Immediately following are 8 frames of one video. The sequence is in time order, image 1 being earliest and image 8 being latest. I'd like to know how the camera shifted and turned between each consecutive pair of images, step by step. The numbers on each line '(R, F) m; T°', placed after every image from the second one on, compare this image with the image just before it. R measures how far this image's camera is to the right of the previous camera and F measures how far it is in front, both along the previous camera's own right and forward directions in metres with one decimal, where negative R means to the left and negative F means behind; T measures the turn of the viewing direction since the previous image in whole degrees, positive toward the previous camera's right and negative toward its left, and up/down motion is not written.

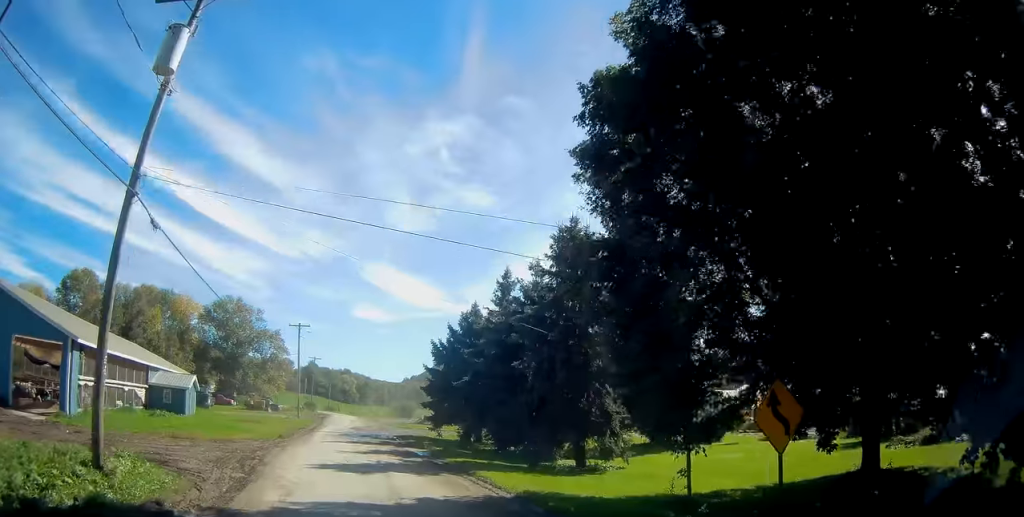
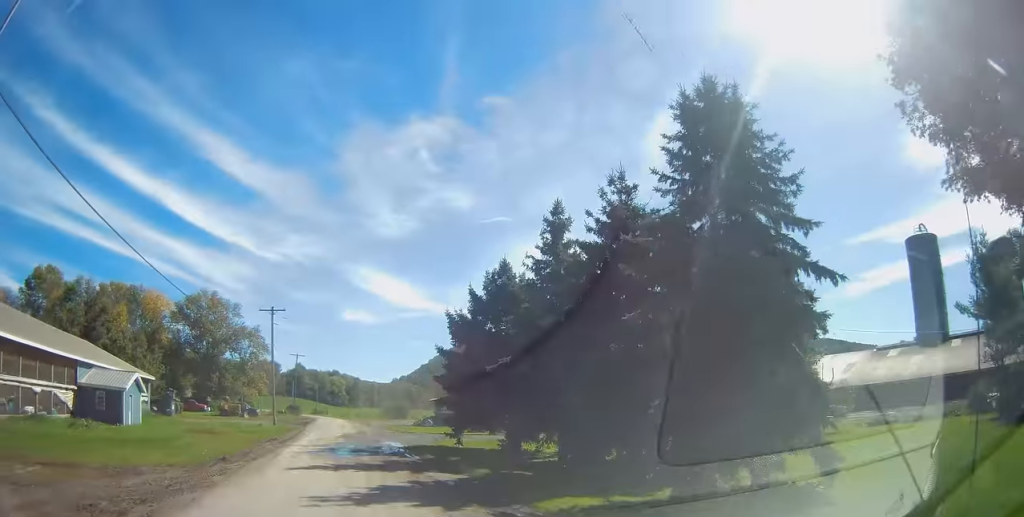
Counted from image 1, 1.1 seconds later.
(+0.5, +11.6) m; +3°
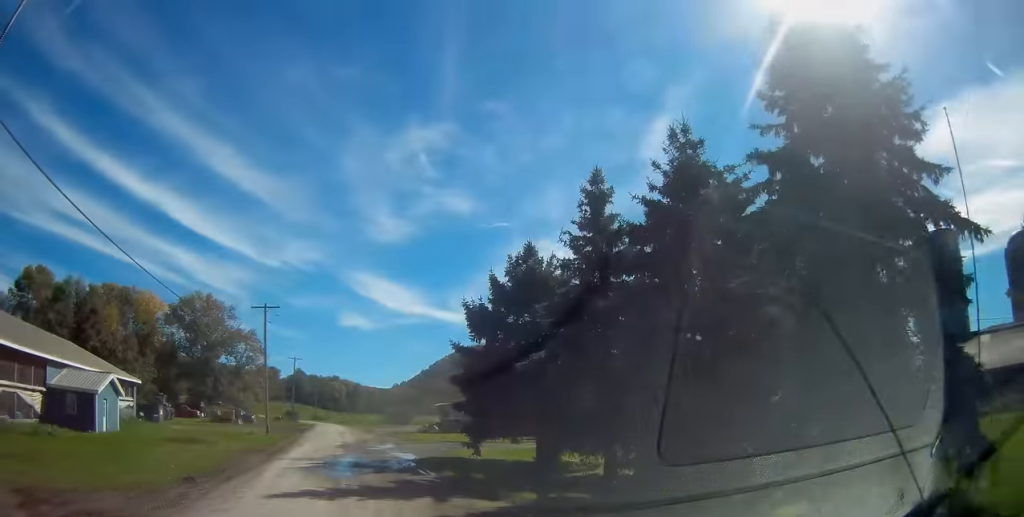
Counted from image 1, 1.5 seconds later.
(+0.1, +4.3) m; 0°
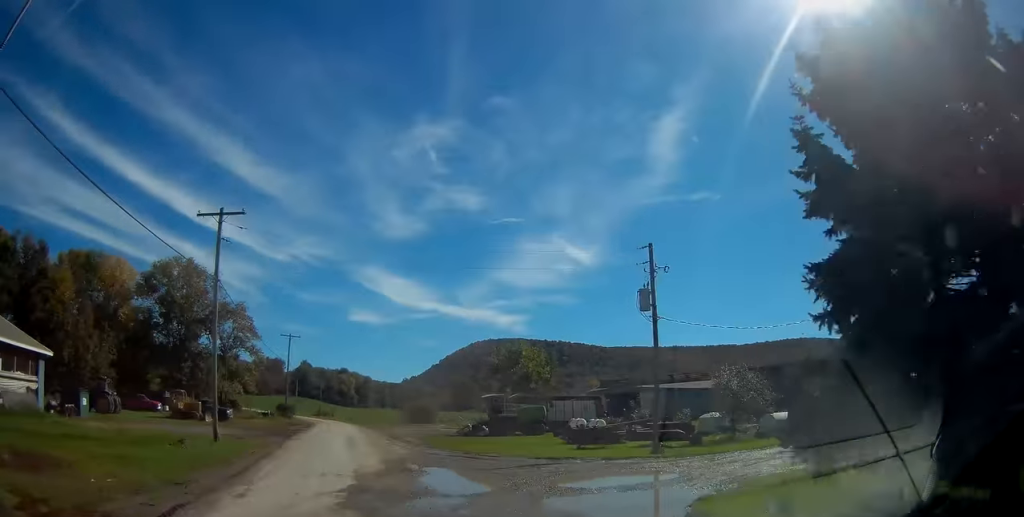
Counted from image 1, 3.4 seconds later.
(-0.7, +20.8) m; -3°
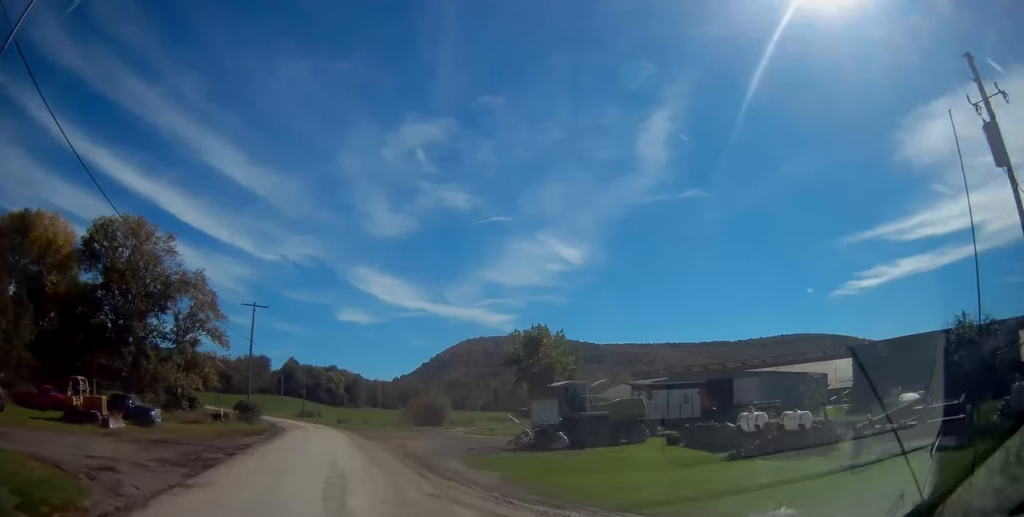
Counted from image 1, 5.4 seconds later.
(-0.2, +19.9) m; -1°
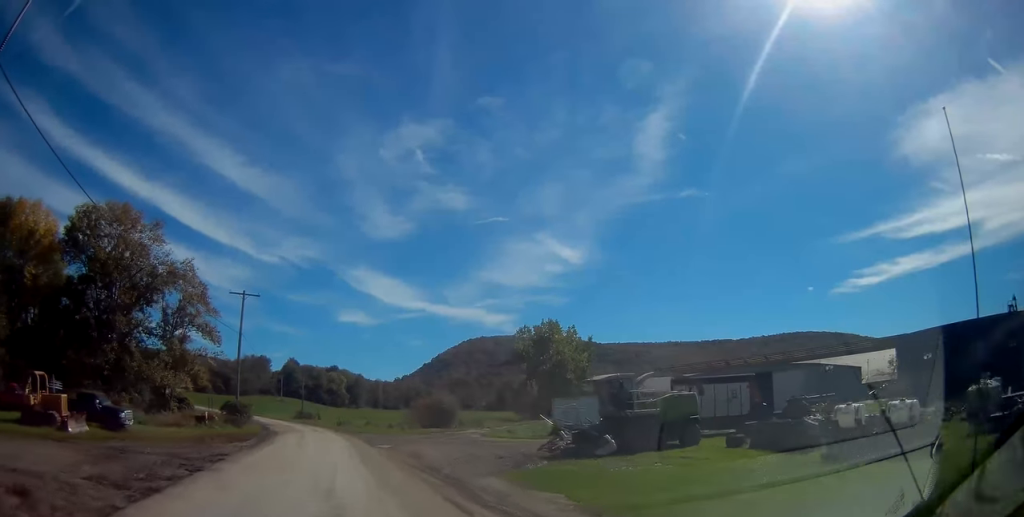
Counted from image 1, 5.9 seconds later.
(0.0, +5.4) m; 0°
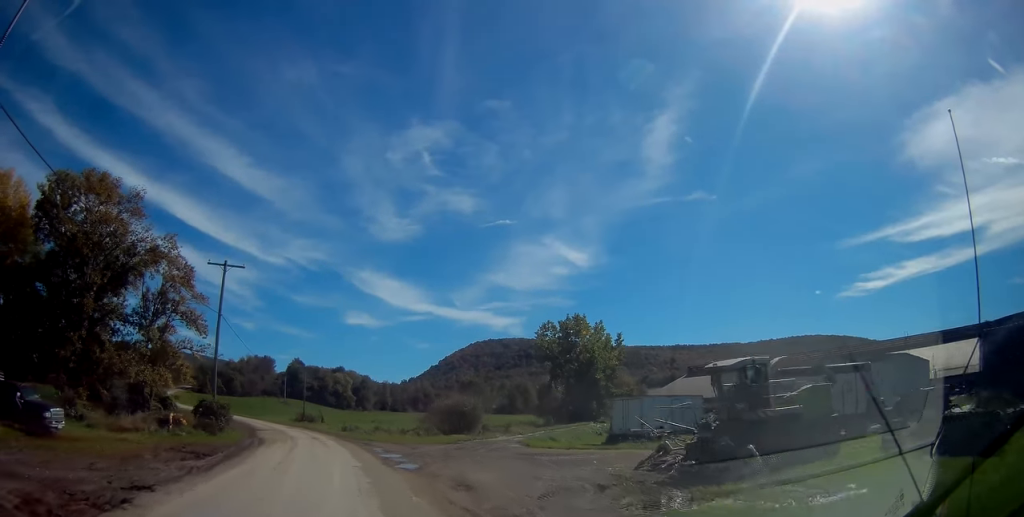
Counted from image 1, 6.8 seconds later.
(+0.2, +9.1) m; +1°
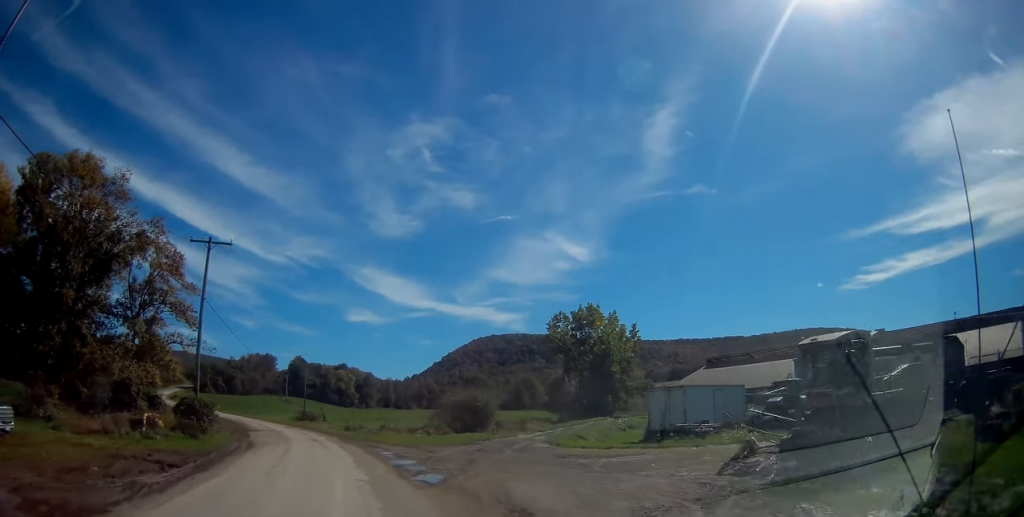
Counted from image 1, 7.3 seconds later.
(+0.1, +4.5) m; -1°
